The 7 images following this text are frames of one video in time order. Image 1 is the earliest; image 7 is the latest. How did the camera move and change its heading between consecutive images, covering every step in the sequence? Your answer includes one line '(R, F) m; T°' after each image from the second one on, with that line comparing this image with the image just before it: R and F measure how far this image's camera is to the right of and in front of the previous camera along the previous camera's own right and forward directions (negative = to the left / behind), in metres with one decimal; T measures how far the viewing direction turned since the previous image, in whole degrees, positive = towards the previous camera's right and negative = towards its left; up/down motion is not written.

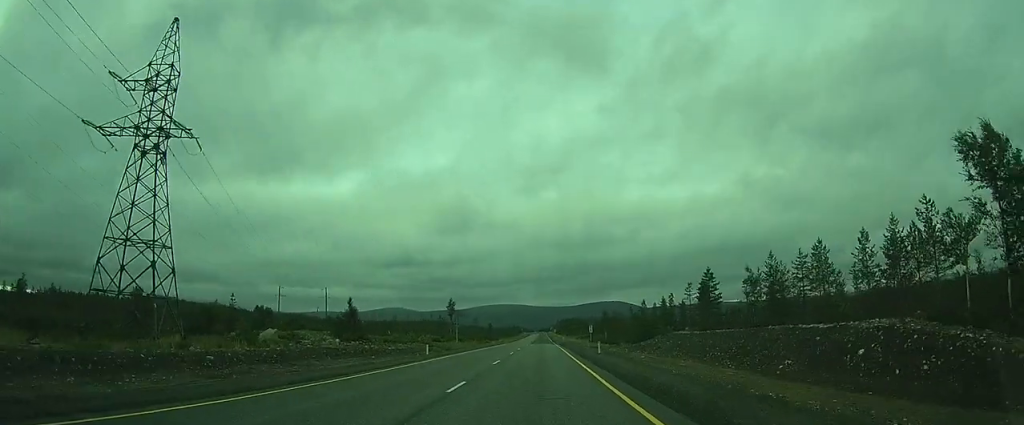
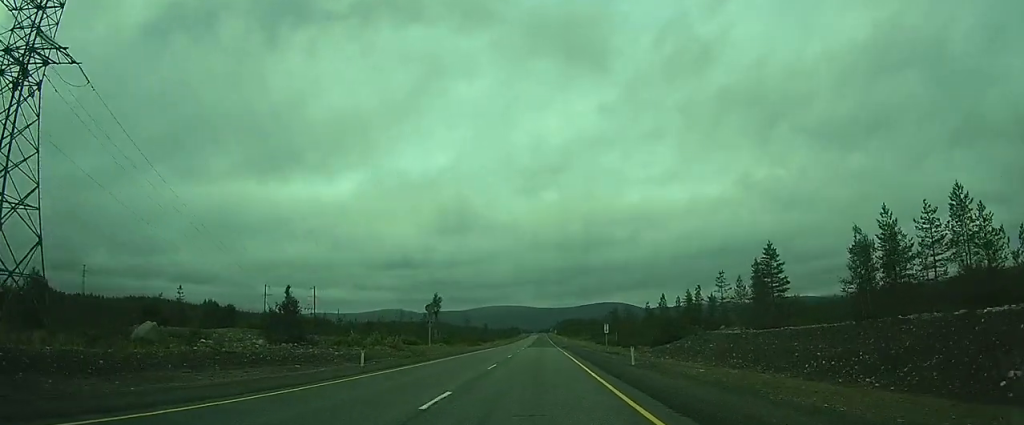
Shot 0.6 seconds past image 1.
(+0.1, +14.9) m; 0°
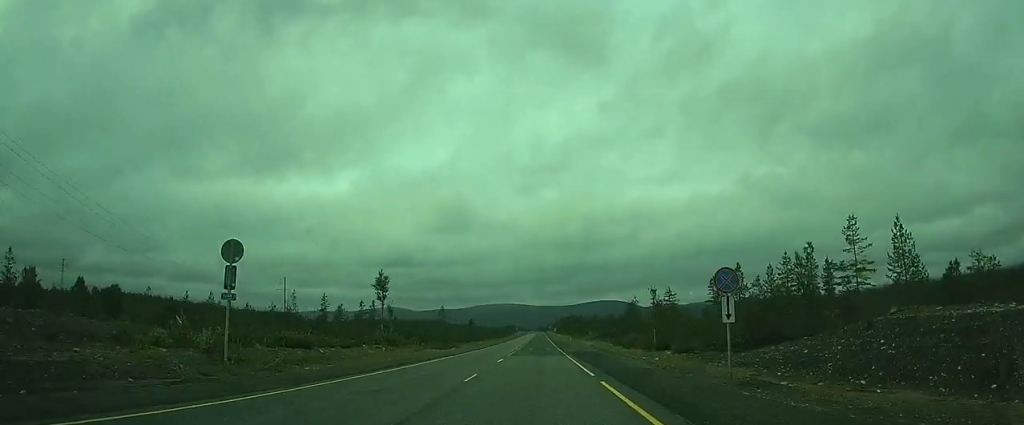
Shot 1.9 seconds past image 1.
(-0.1, +30.6) m; -1°
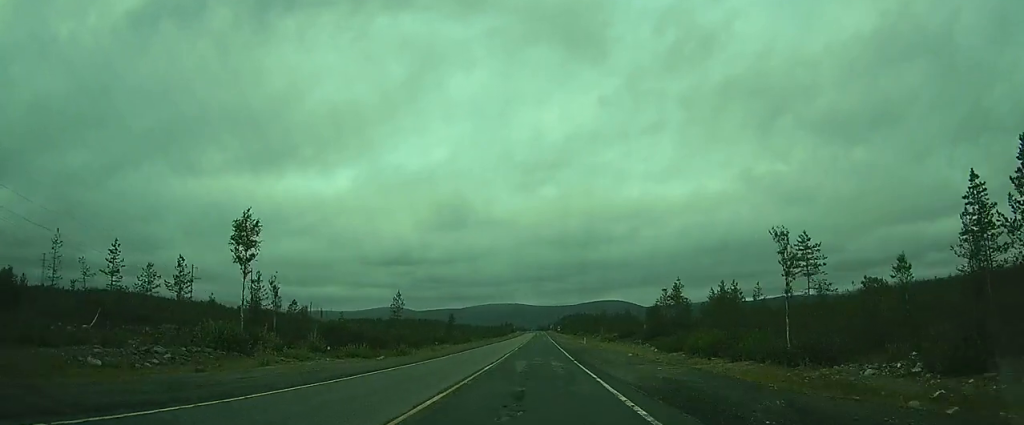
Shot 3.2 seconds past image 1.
(-0.1, +30.7) m; -1°
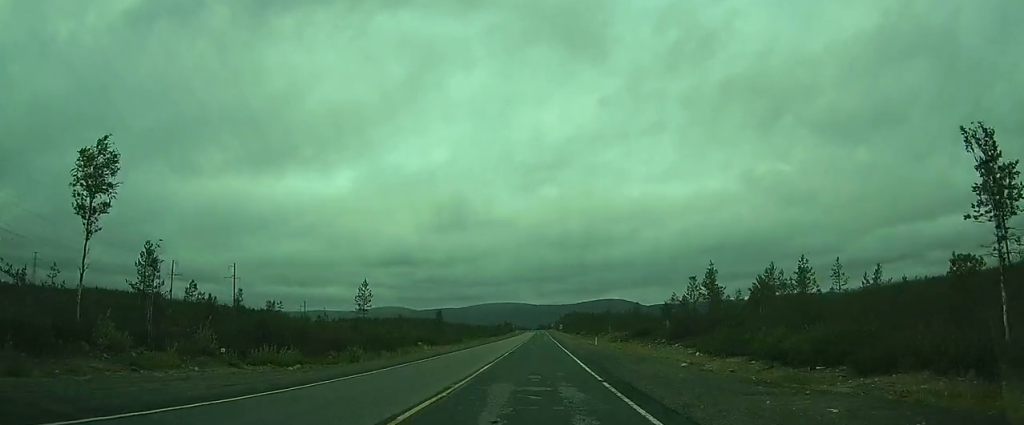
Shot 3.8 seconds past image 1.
(-0.2, +13.4) m; 0°
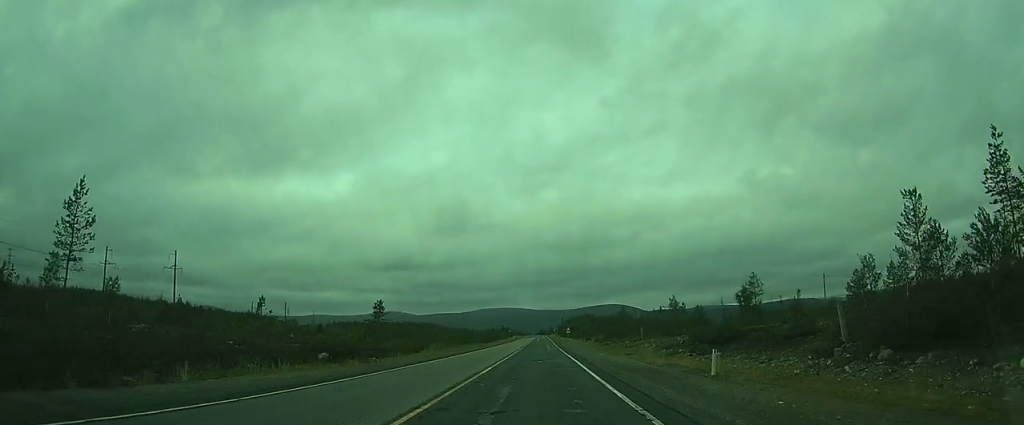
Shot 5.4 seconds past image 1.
(+0.1, +37.0) m; +1°
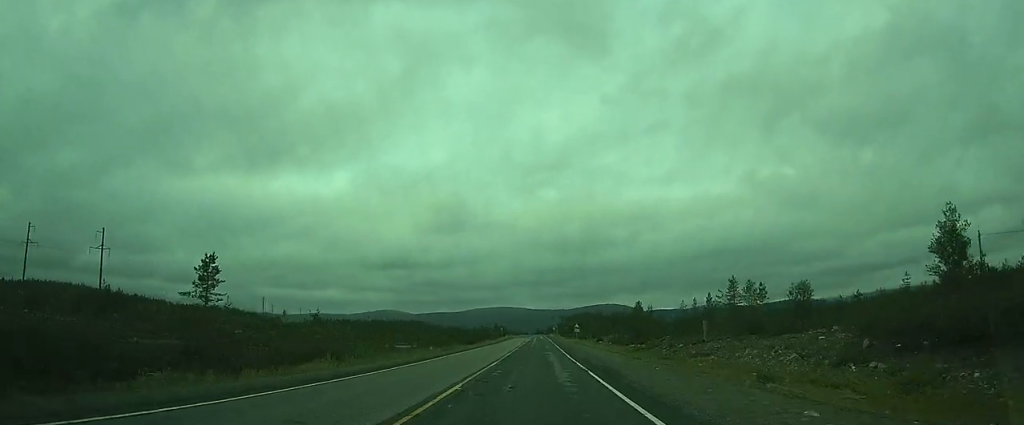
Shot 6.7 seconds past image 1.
(+0.4, +32.1) m; +1°
